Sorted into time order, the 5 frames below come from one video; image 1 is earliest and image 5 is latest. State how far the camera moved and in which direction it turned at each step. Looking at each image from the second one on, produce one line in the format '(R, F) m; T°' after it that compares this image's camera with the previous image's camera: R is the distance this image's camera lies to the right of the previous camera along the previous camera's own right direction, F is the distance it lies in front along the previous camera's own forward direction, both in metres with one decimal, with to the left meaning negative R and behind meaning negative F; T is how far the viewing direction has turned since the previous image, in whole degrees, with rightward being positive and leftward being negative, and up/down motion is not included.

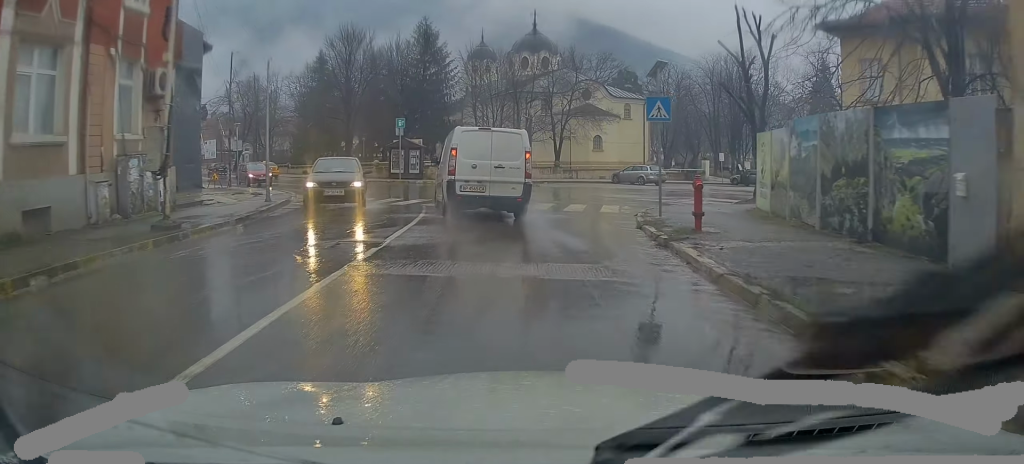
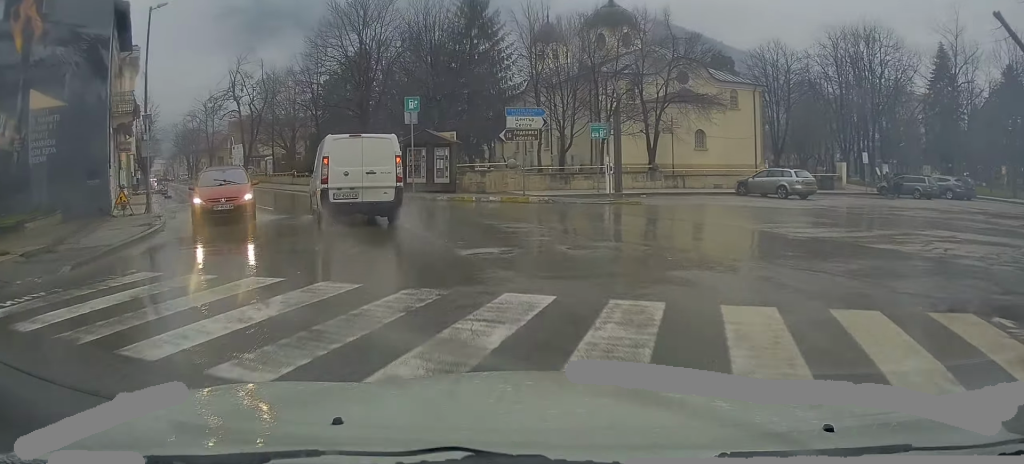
(-0.4, +15.0) m; -7°
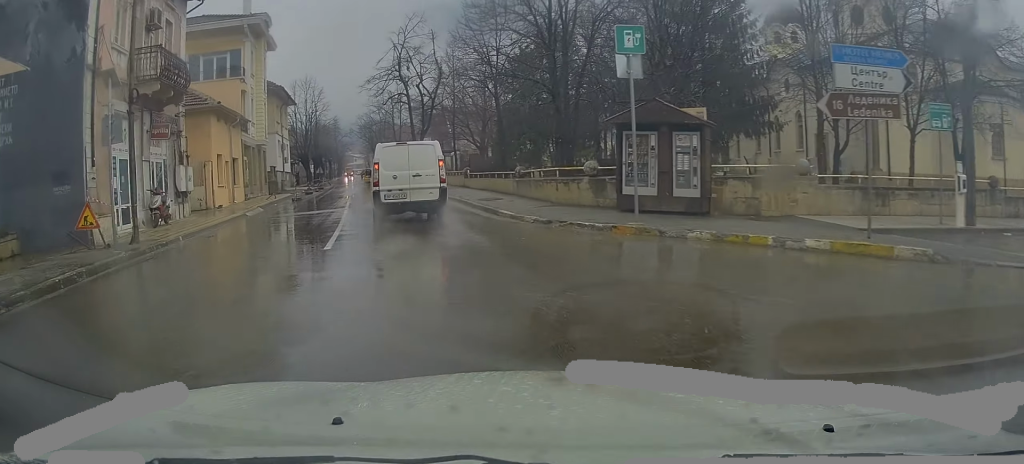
(-1.0, +12.4) m; -10°
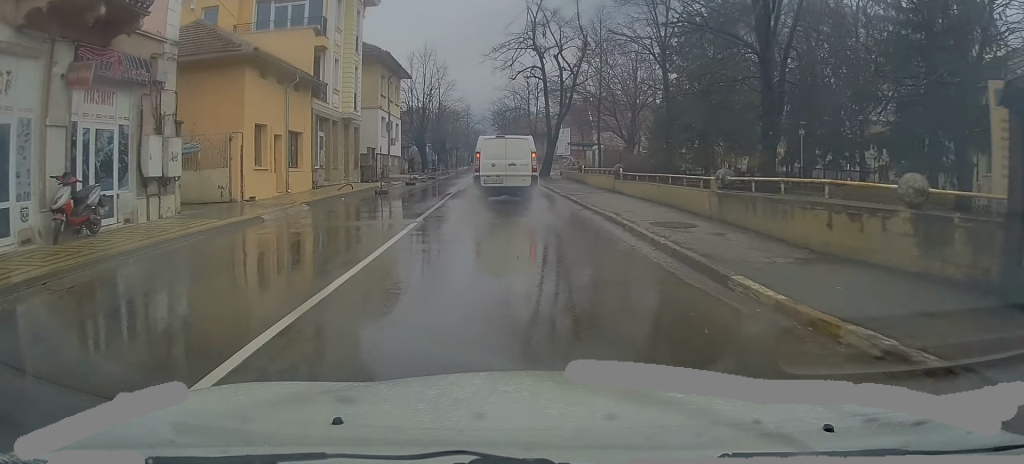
(-1.0, +9.7) m; -10°
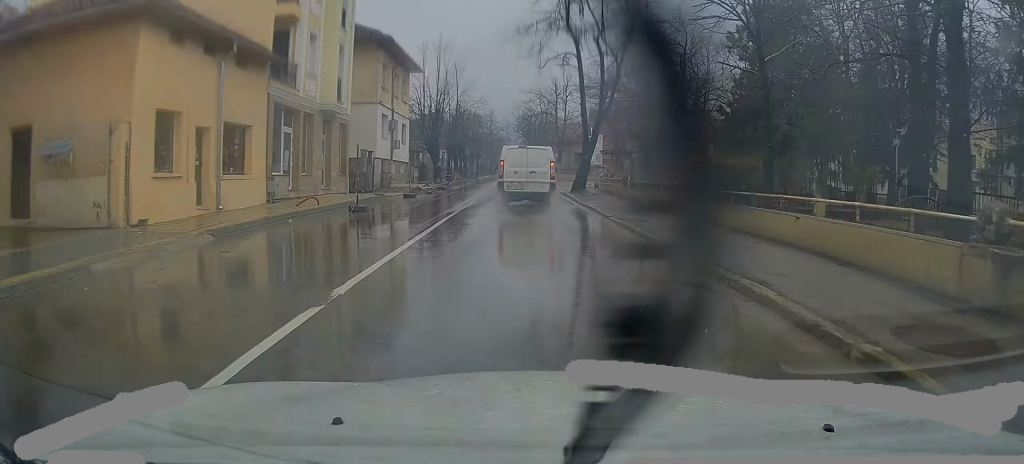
(-0.2, +7.2) m; -6°
